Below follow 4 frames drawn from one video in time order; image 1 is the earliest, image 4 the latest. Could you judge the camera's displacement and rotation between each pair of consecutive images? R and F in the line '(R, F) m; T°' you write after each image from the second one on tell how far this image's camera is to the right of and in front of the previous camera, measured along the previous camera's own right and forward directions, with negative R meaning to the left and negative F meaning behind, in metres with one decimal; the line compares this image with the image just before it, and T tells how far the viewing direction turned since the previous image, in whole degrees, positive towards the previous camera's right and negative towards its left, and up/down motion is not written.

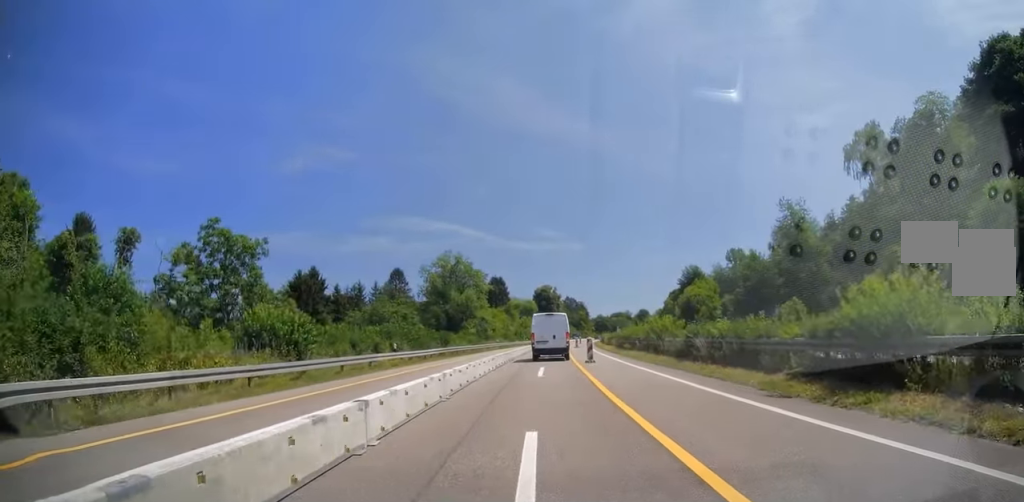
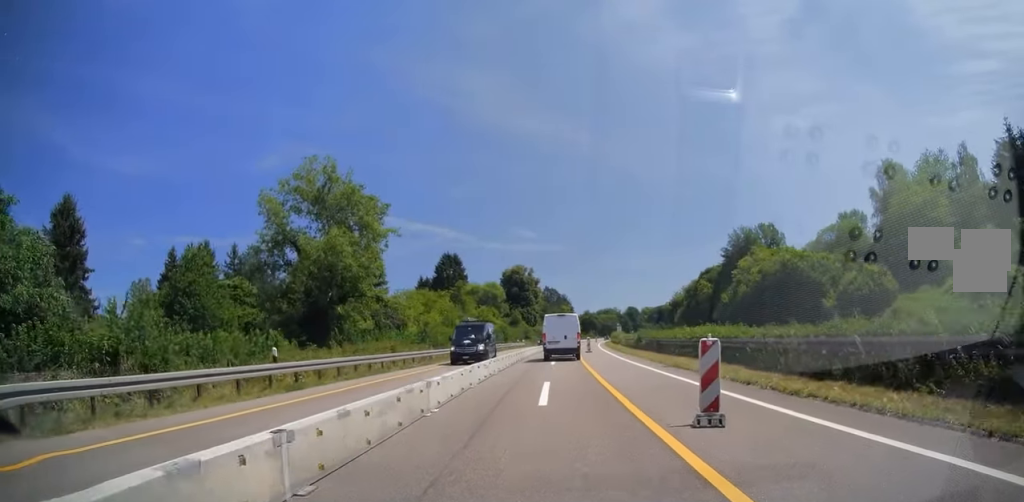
(+1.9, +62.6) m; +2°
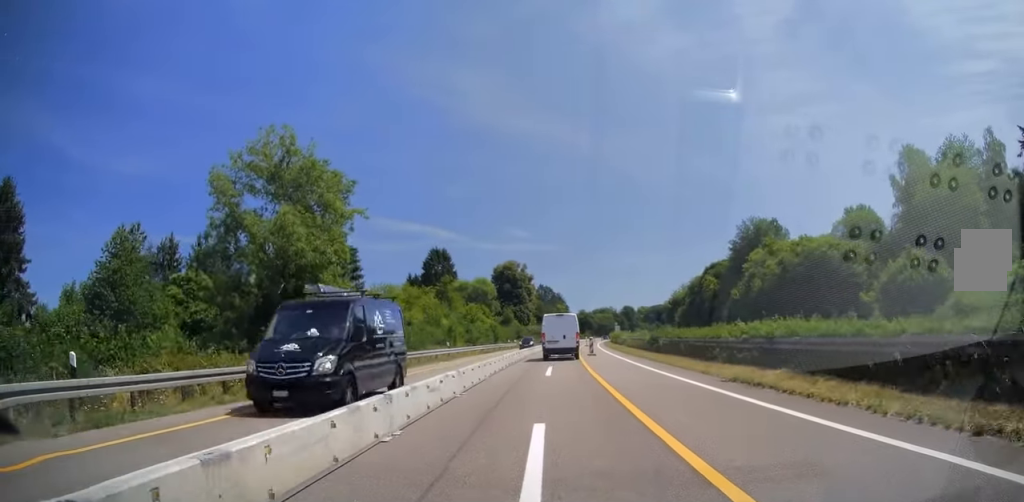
(+0.1, +8.6) m; +1°
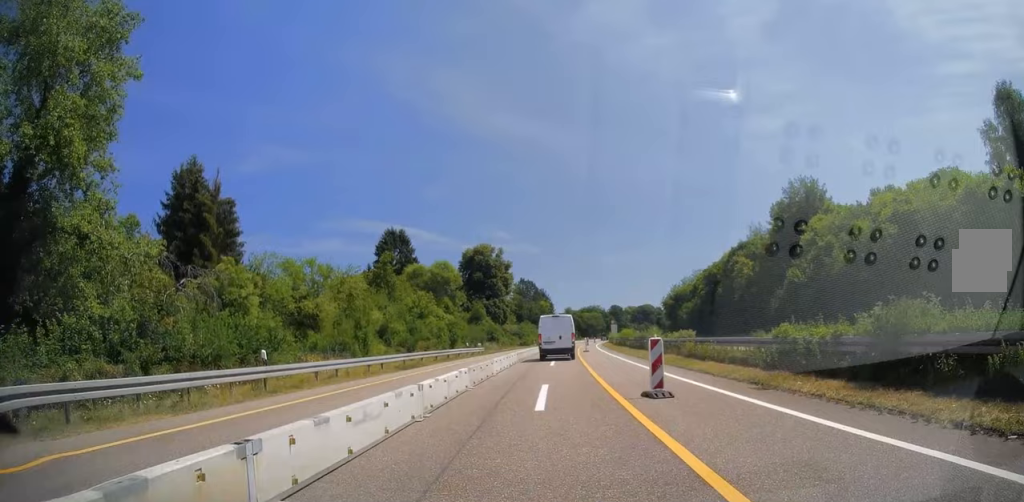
(+0.5, +27.7) m; +1°
